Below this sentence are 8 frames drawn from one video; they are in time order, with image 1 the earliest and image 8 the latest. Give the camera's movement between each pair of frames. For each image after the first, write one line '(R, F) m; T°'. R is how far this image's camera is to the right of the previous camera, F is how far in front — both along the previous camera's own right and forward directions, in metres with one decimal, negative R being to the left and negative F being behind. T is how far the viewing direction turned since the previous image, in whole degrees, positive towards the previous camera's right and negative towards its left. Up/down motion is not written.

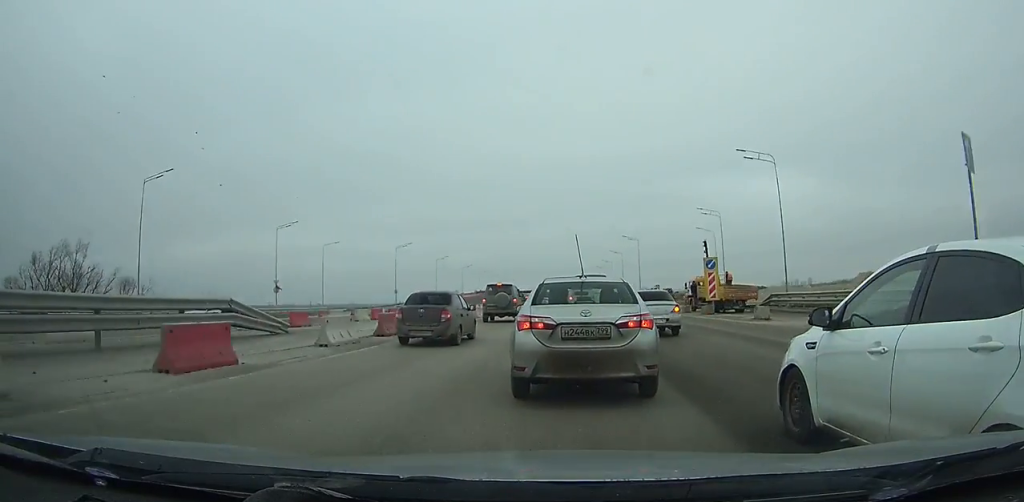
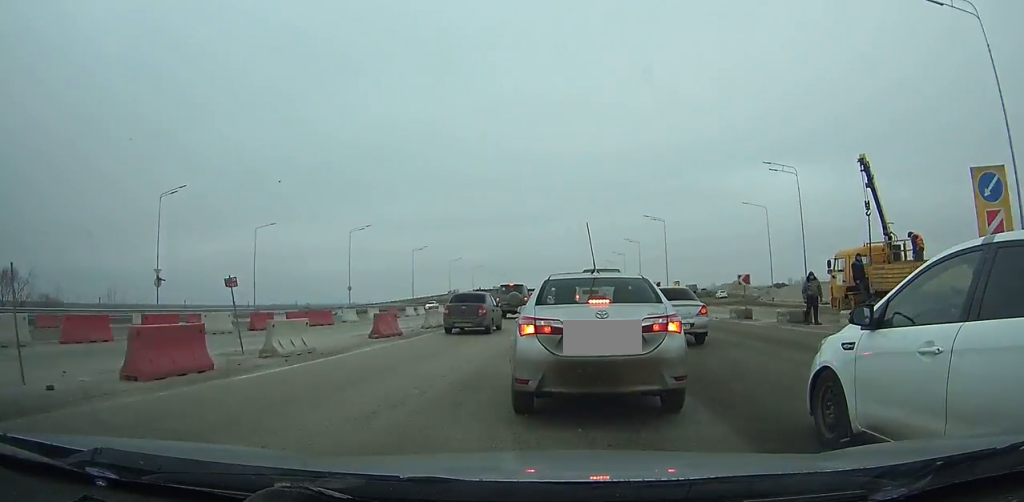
(+0.1, +24.8) m; 0°
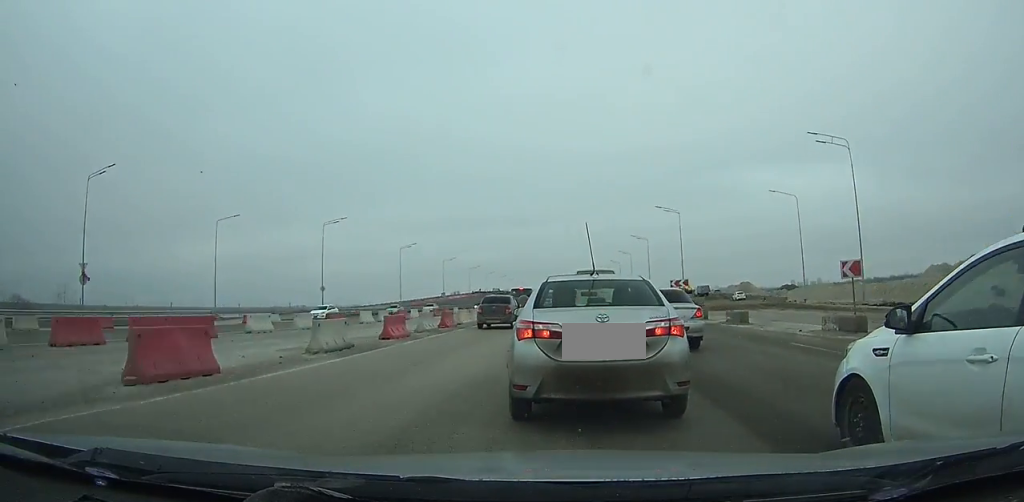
(-0.1, +11.1) m; 0°
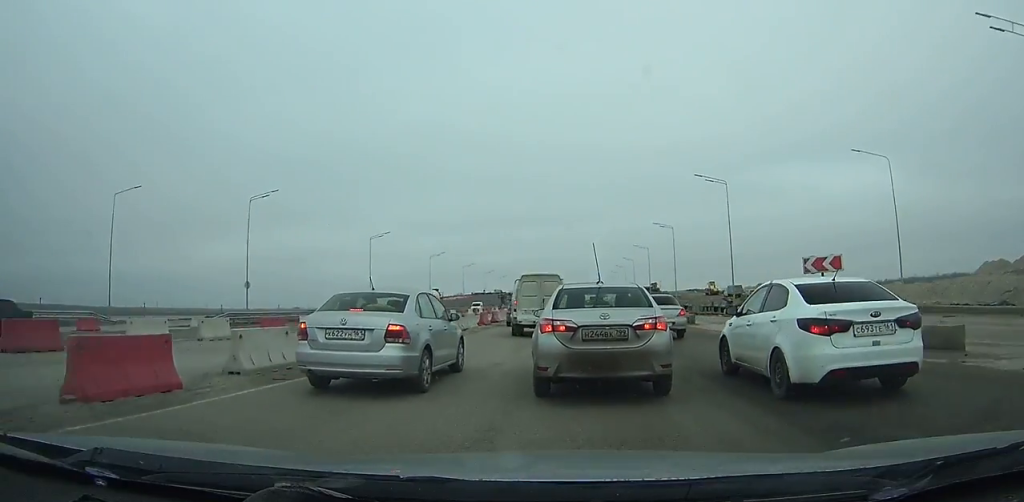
(+0.1, +19.4) m; +2°
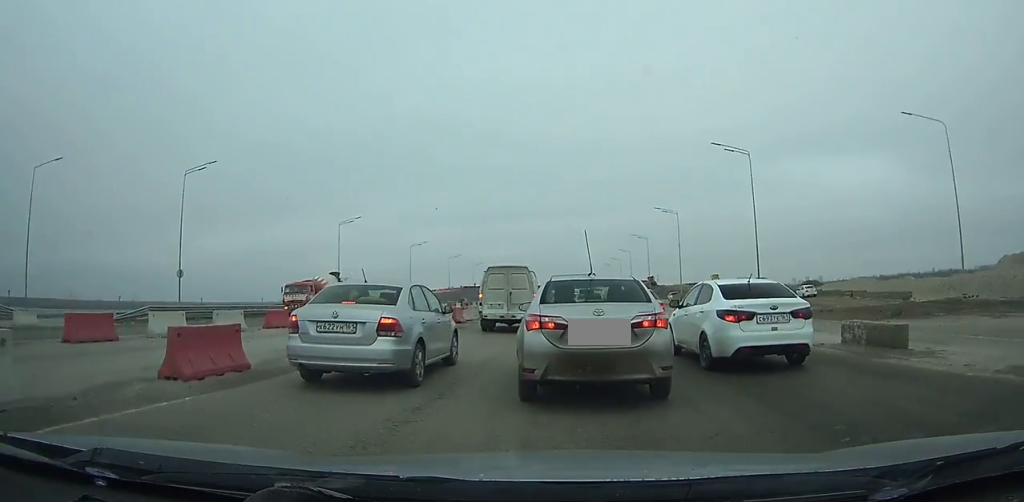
(+0.1, +7.2) m; +1°
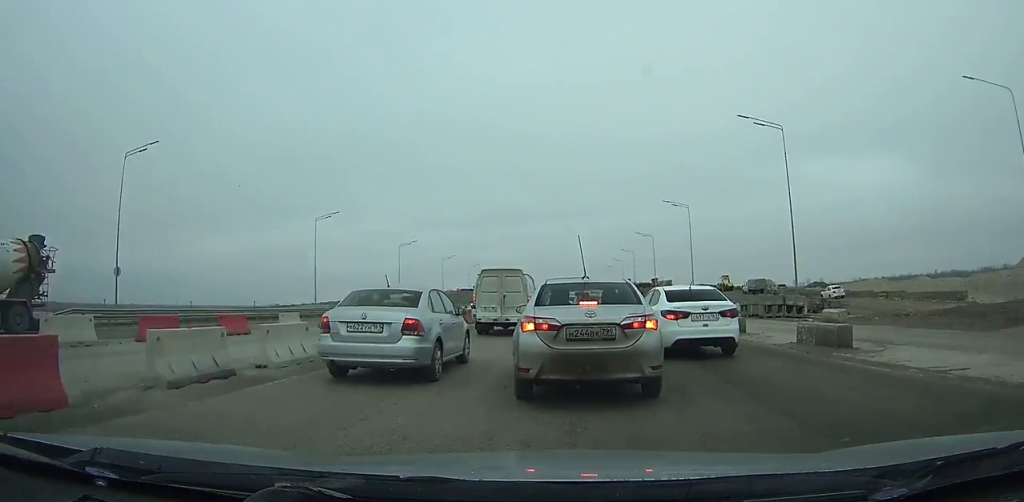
(0.0, +7.2) m; 0°
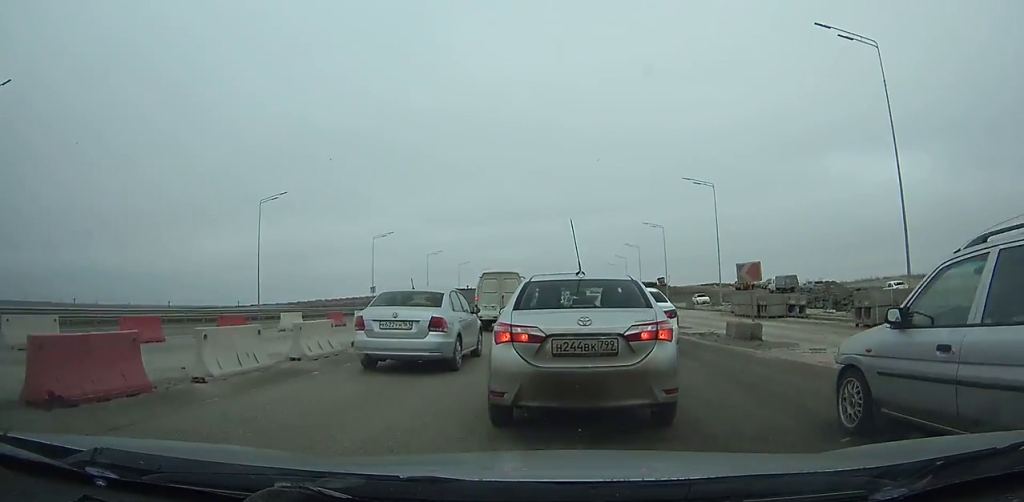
(-0.1, +15.4) m; -1°
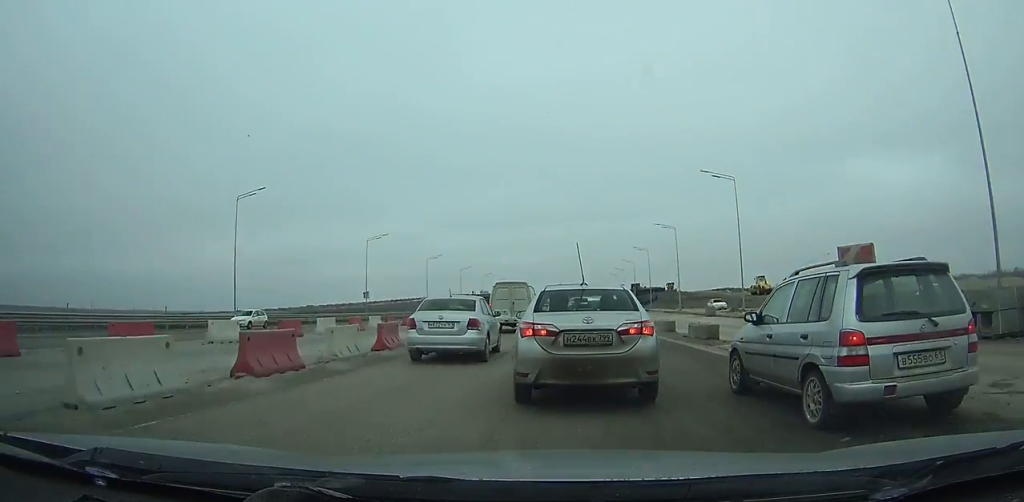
(0.0, +9.1) m; -1°
